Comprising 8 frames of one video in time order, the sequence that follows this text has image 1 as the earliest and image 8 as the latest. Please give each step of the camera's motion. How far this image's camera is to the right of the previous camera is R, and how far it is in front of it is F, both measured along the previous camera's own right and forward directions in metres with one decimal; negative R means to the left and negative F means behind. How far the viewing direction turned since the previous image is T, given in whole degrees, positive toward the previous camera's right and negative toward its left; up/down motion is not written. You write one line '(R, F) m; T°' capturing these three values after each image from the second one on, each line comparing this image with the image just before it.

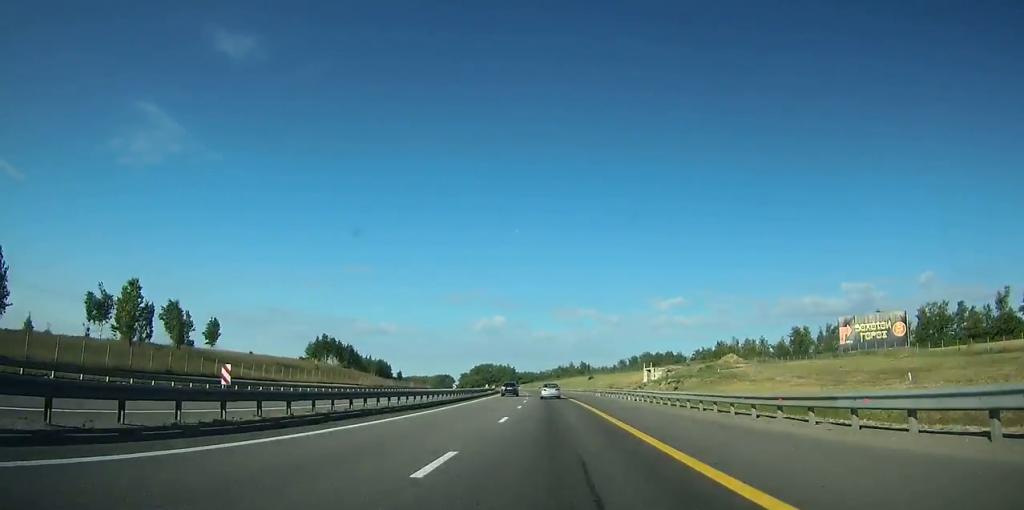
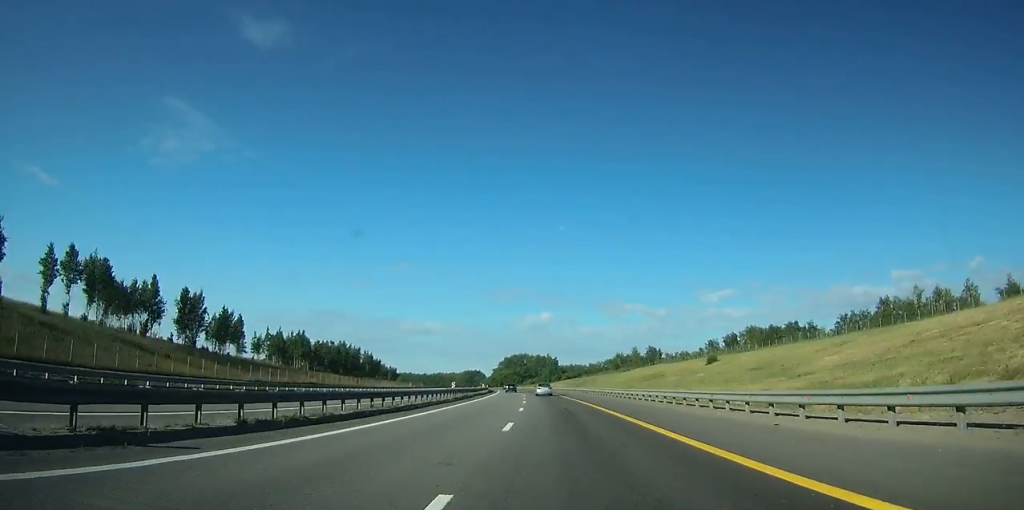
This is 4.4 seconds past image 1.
(-7.1, +137.7) m; -6°
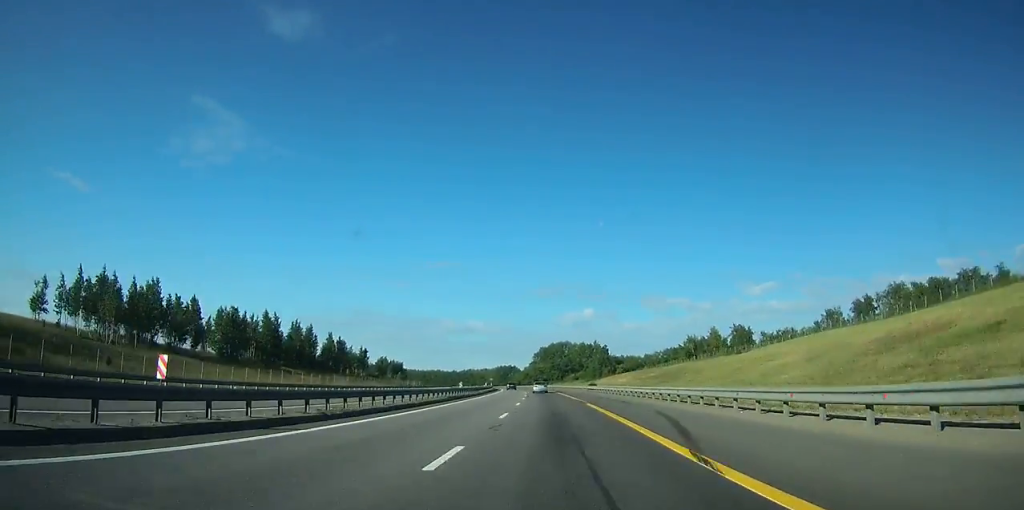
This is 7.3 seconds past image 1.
(-3.2, +90.5) m; -4°
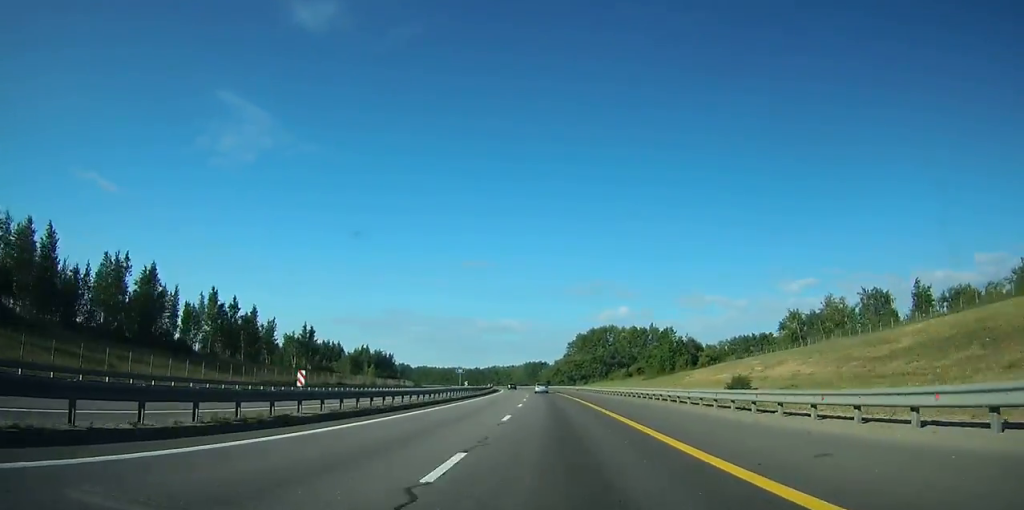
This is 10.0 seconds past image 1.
(-2.3, +86.3) m; -3°
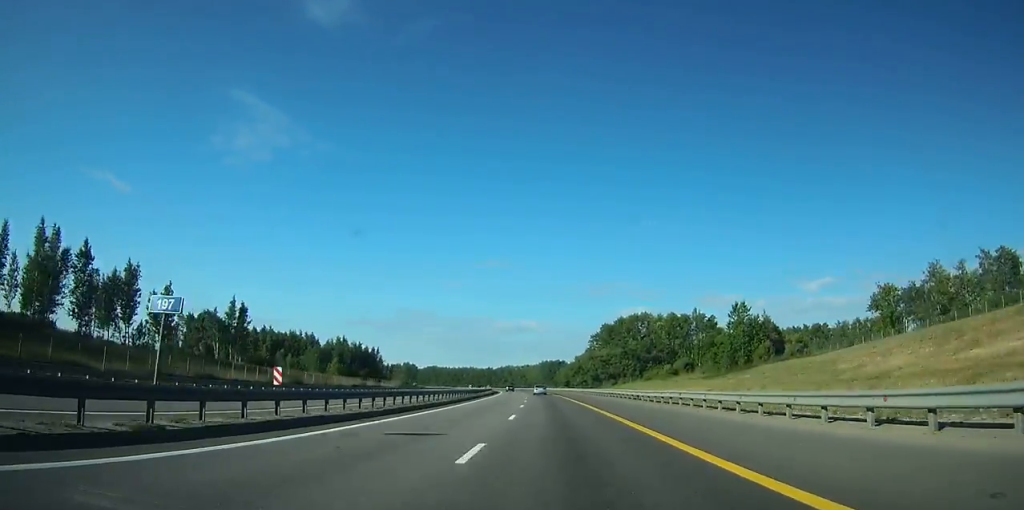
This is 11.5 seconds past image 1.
(-1.2, +46.2) m; -2°
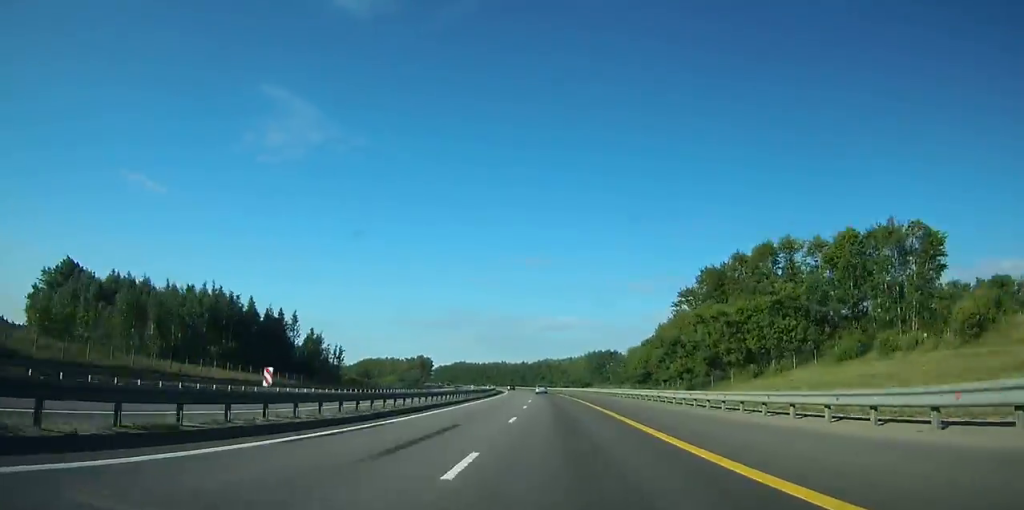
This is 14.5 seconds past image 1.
(-3.1, +94.7) m; -4°
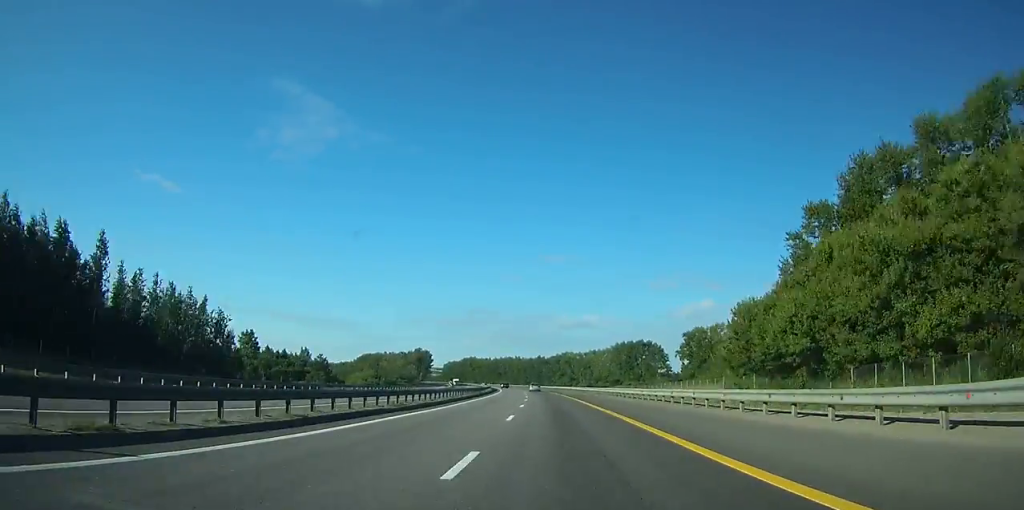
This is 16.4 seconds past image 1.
(-0.8, +58.1) m; -2°
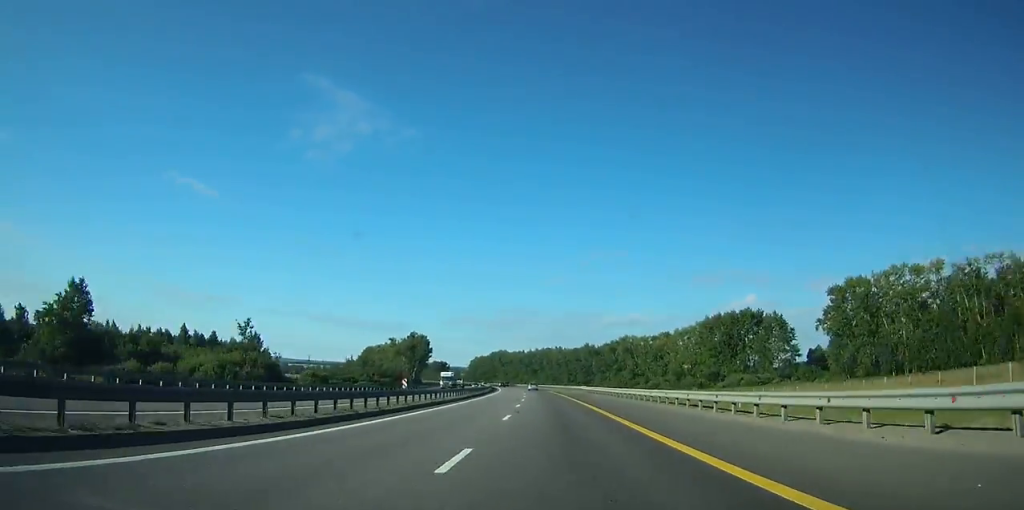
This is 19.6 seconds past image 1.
(-3.4, +99.8) m; -4°
